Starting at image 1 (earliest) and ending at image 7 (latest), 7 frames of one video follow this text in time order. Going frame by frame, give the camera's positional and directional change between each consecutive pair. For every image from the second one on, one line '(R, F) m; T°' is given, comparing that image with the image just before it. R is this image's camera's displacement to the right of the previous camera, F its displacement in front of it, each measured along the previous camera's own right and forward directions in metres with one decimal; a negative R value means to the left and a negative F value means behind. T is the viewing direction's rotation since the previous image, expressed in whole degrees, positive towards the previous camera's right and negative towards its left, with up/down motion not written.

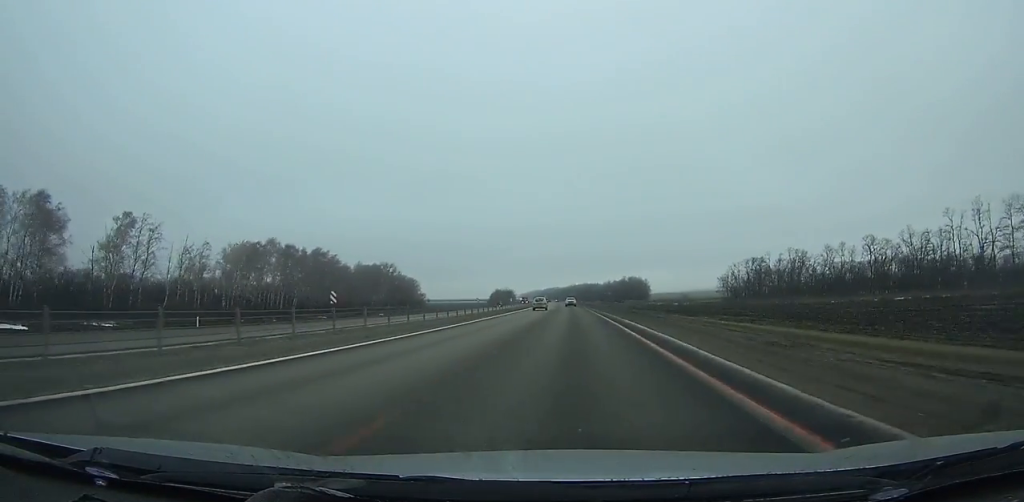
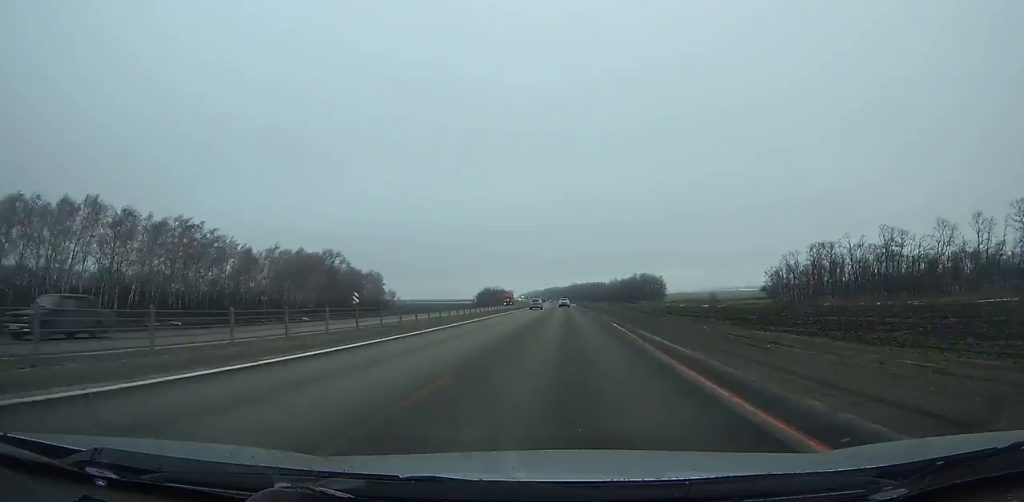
(-0.4, +58.5) m; -1°
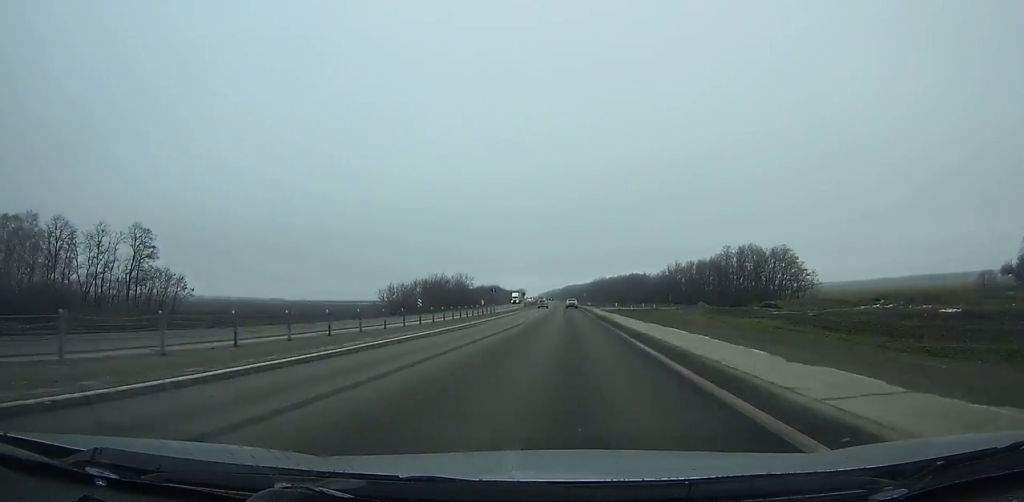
(-3.1, +165.4) m; -2°
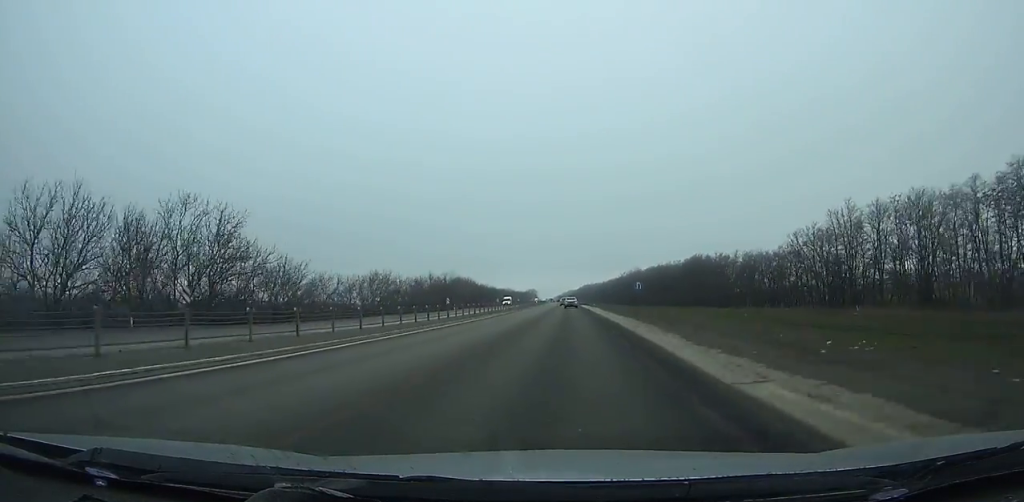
(-1.8, +135.2) m; -1°
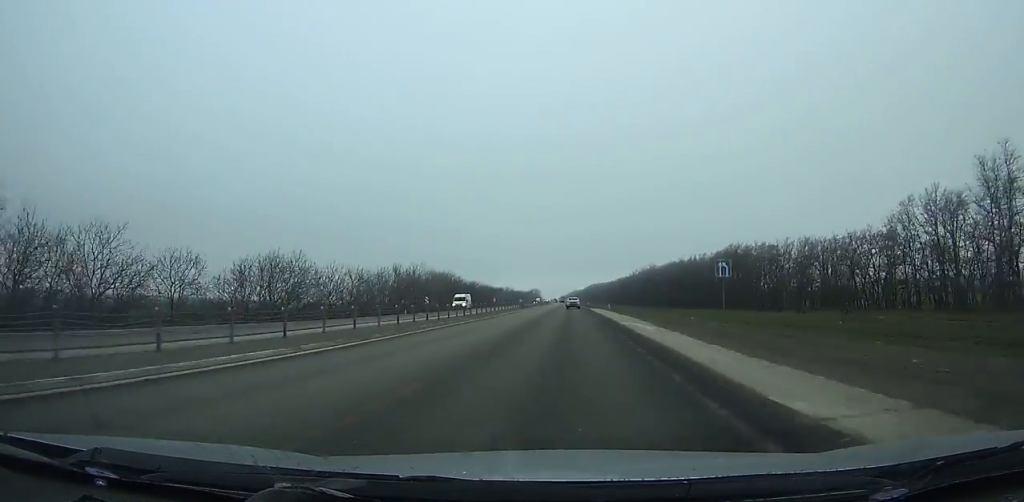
(-0.1, +37.1) m; 0°
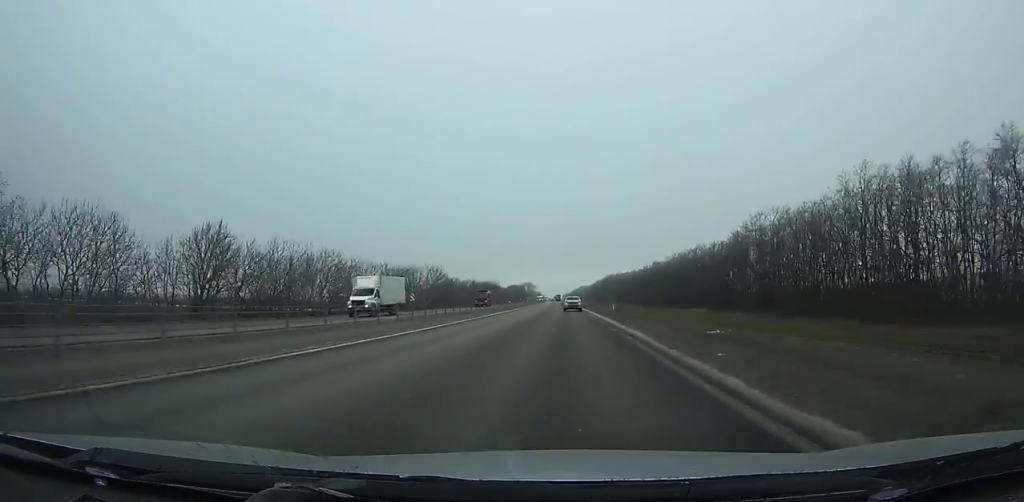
(-2.1, +195.3) m; -1°
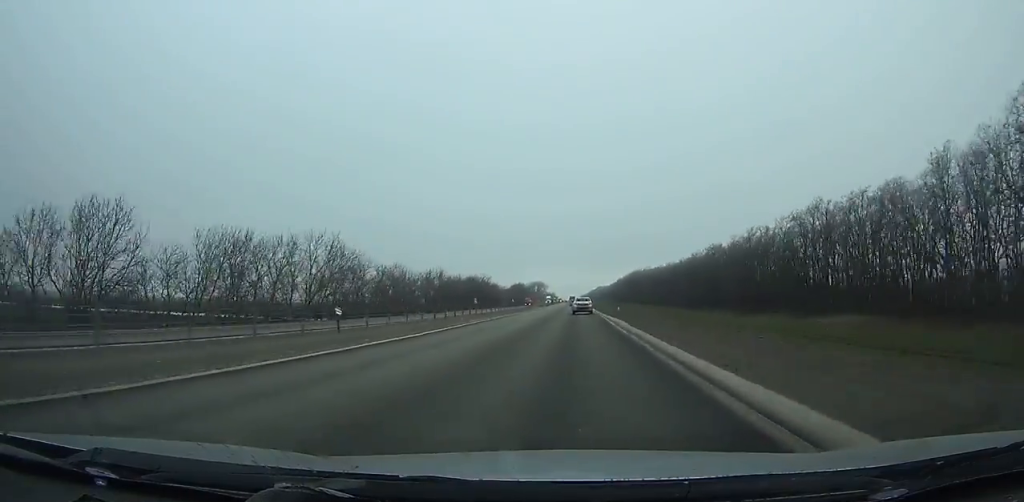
(-0.2, +70.6) m; 0°
